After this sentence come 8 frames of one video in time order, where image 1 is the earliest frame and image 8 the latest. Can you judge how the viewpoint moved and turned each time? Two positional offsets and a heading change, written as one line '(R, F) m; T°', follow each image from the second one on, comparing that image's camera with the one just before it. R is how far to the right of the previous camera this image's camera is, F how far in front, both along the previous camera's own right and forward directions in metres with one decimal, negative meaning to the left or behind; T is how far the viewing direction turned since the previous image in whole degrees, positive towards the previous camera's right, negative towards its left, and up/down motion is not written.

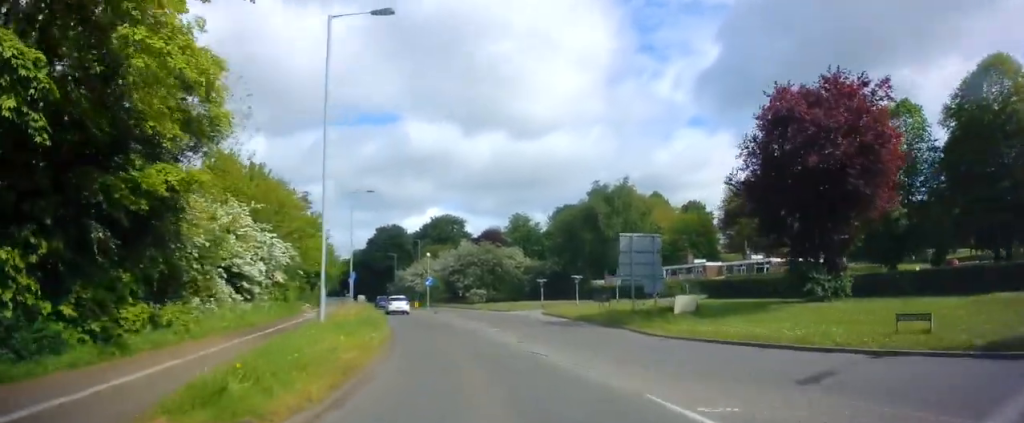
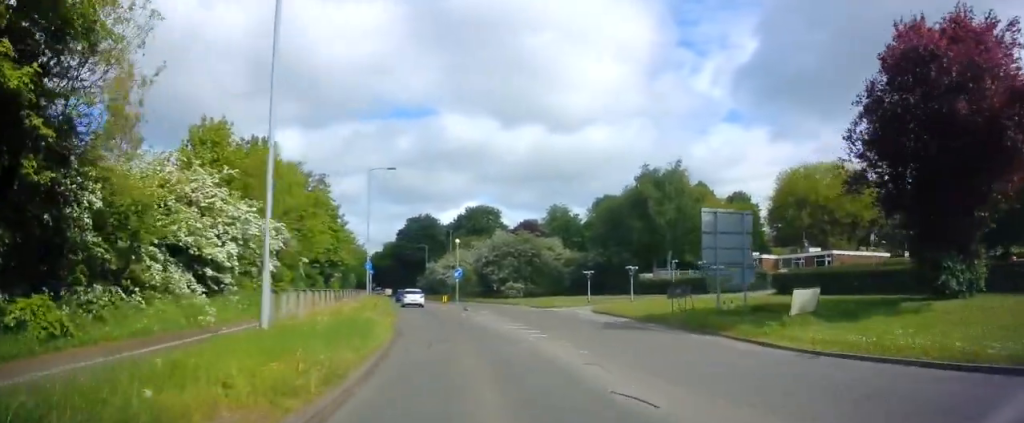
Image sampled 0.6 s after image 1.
(0.0, +6.1) m; -3°
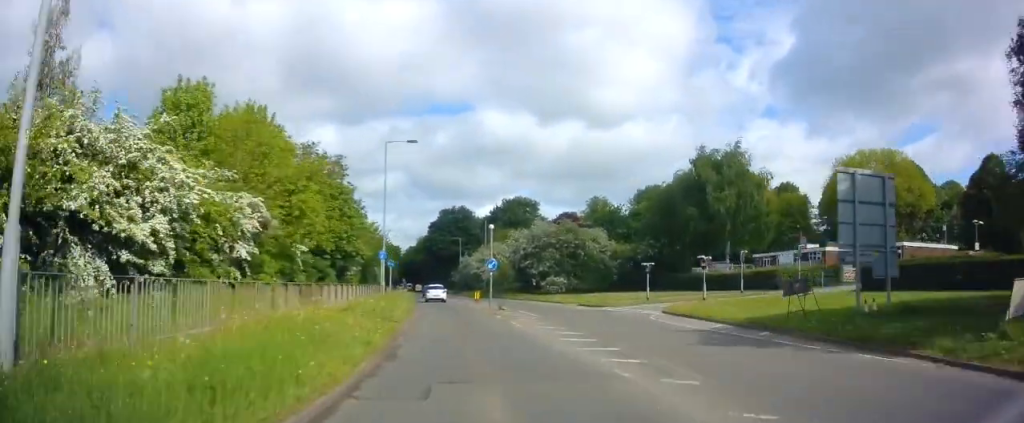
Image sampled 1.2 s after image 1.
(-0.4, +6.6) m; -4°
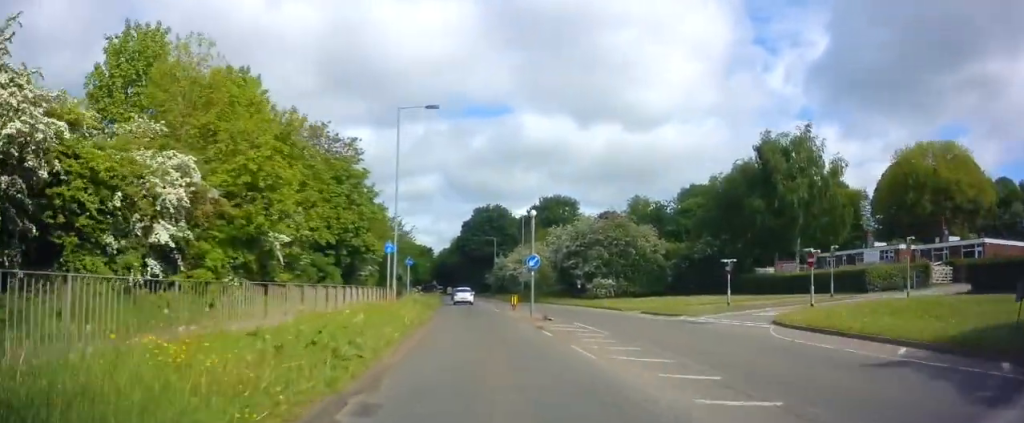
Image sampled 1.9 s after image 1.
(-0.3, +7.4) m; -4°
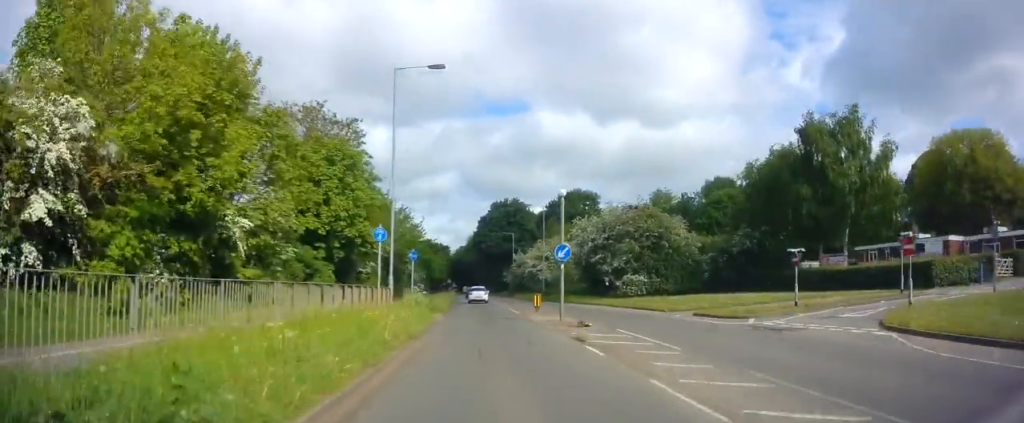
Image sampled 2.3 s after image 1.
(-0.2, +5.3) m; -2°
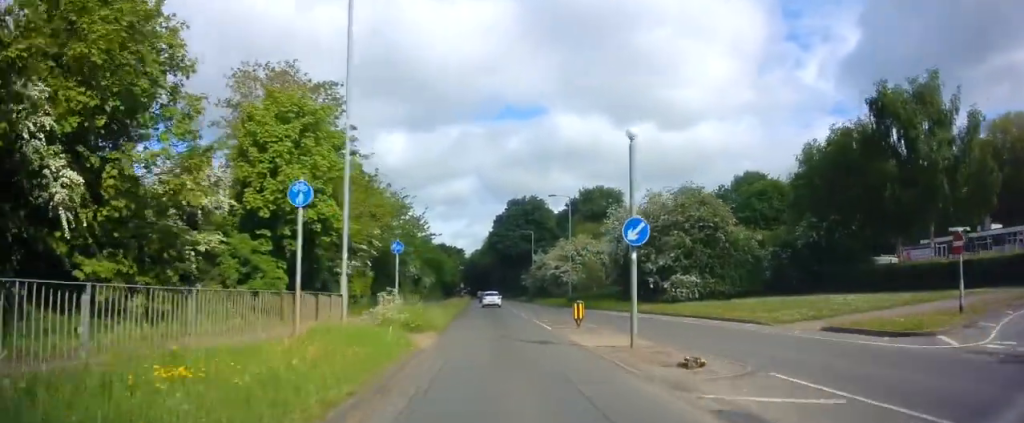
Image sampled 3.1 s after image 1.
(-0.2, +9.1) m; -2°
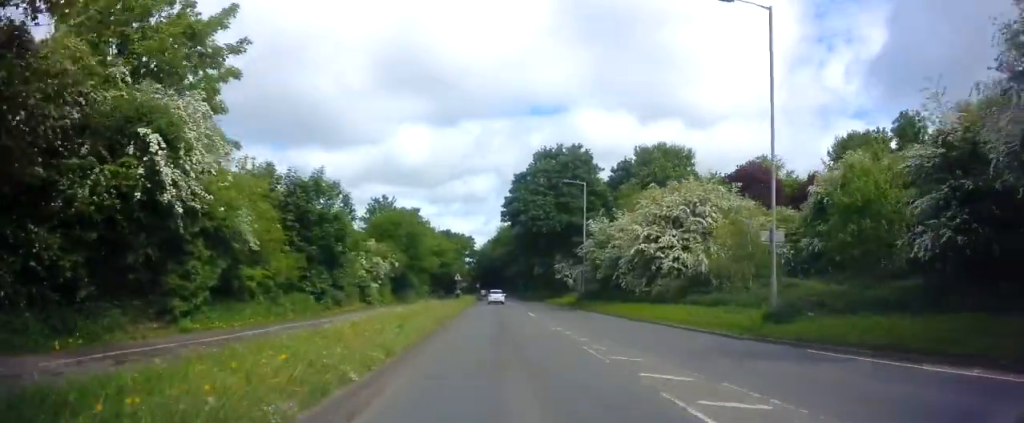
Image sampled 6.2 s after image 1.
(-0.6, +37.5) m; -3°
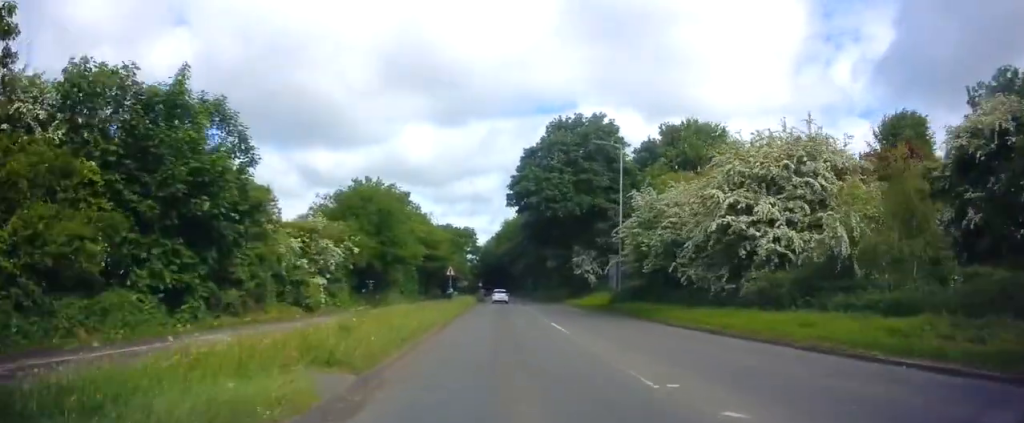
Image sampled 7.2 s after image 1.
(-0.3, +12.3) m; -1°
